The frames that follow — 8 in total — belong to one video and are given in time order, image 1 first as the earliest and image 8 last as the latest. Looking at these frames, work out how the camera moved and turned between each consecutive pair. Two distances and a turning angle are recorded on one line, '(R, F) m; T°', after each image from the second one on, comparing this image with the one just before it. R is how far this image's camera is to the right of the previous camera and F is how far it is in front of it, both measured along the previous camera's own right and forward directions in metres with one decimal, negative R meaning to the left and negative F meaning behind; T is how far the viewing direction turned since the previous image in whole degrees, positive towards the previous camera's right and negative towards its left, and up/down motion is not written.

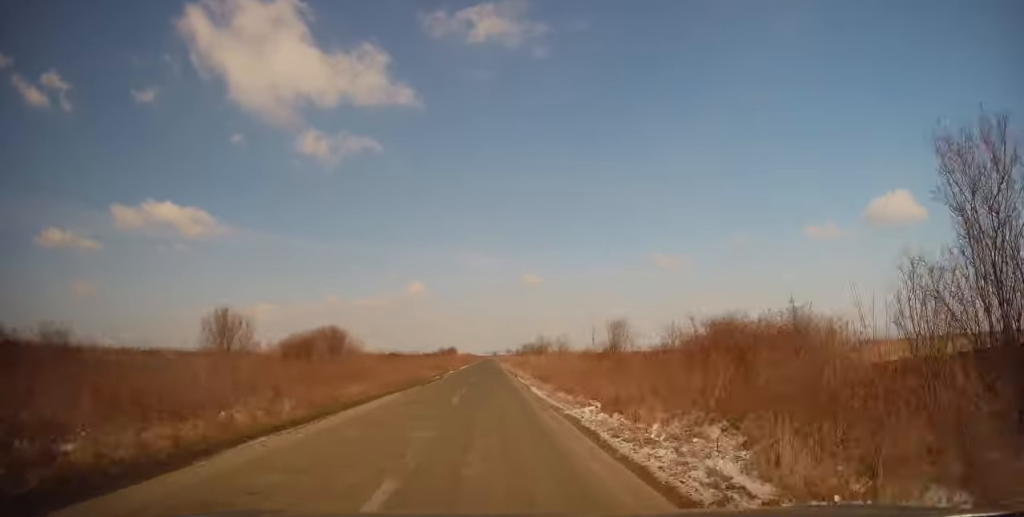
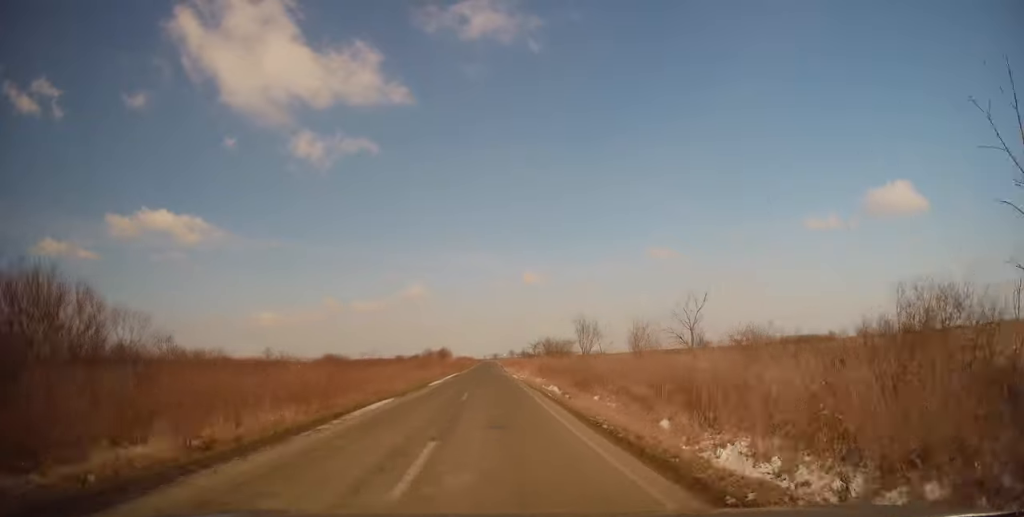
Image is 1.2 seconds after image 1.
(0.0, +34.0) m; 0°
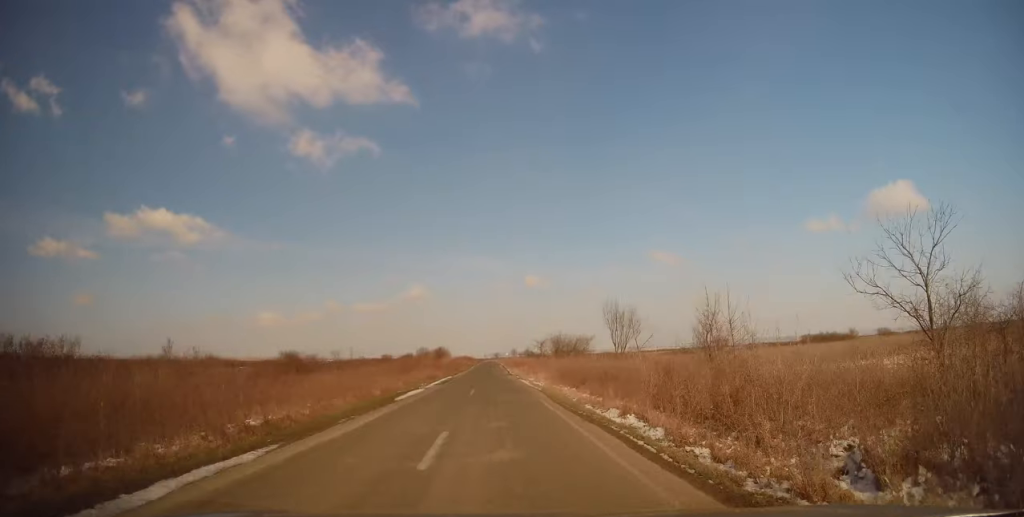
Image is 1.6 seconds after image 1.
(0.0, +11.3) m; 0°
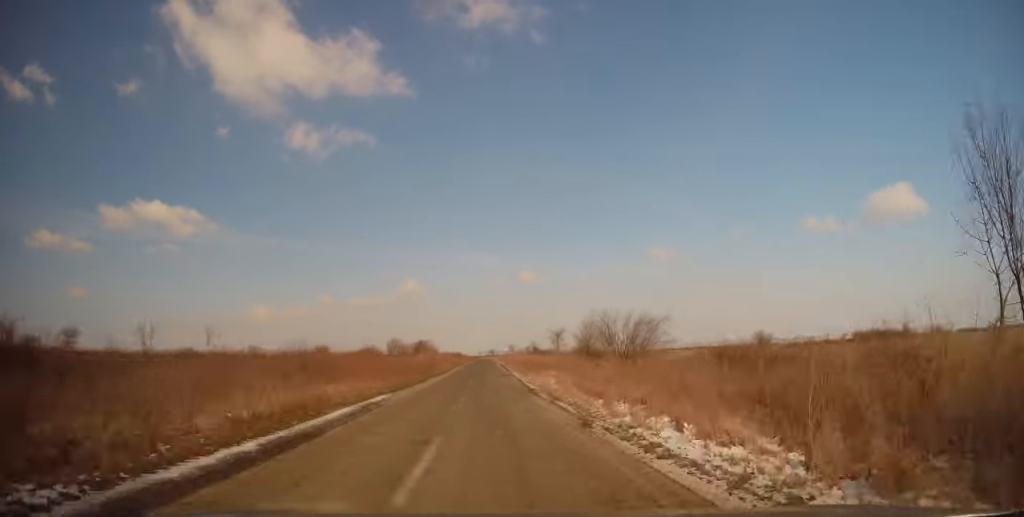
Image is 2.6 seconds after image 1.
(0.0, +27.4) m; +1°
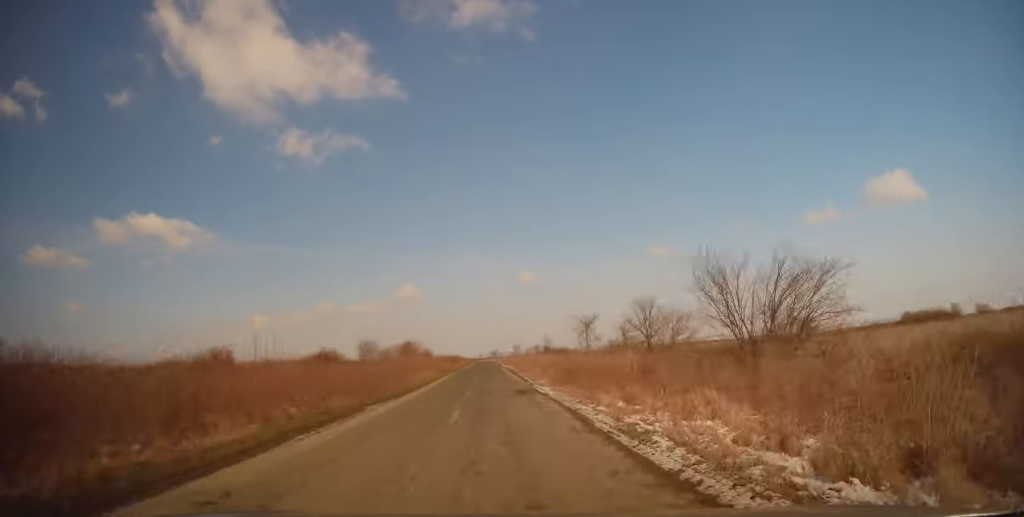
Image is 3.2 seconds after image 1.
(+0.2, +18.8) m; 0°
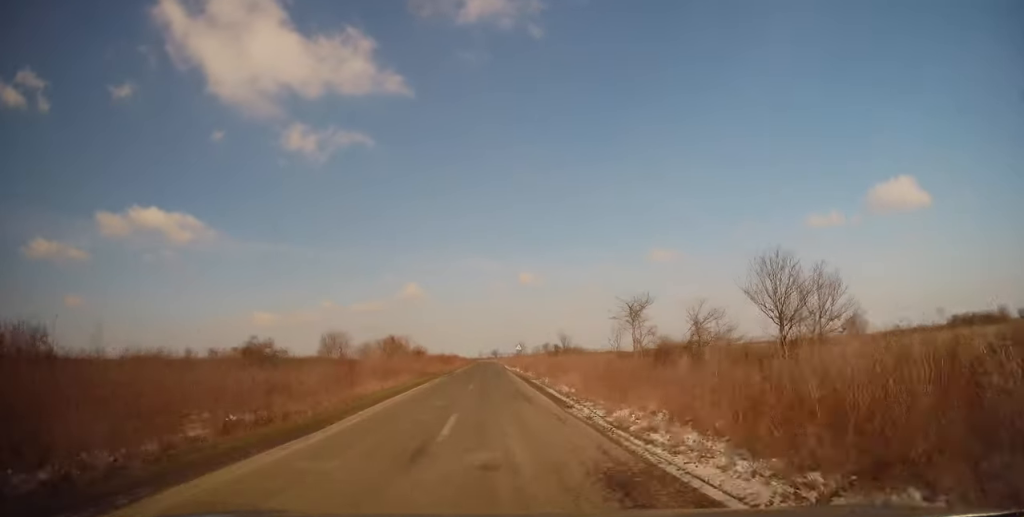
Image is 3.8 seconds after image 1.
(0.0, +15.0) m; 0°
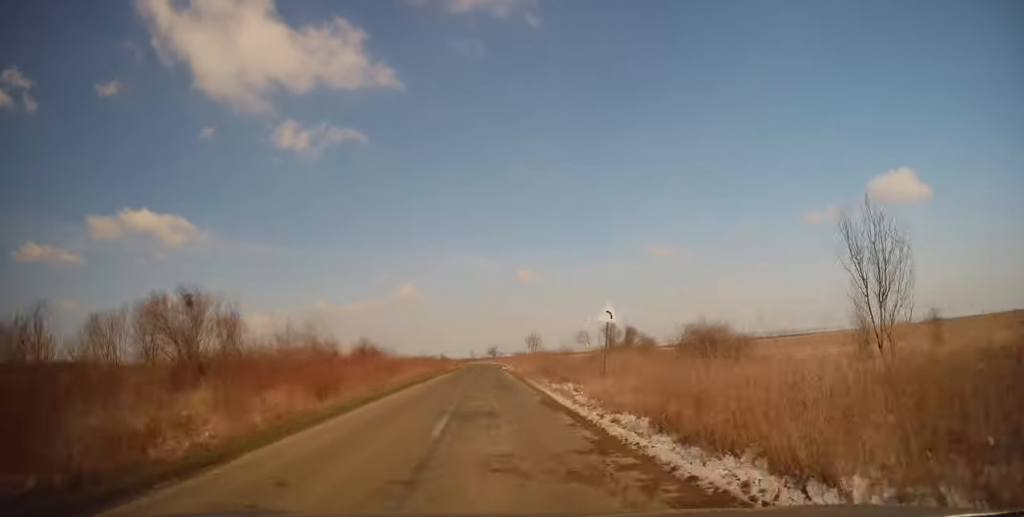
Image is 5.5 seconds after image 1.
(-0.4, +48.8) m; 0°
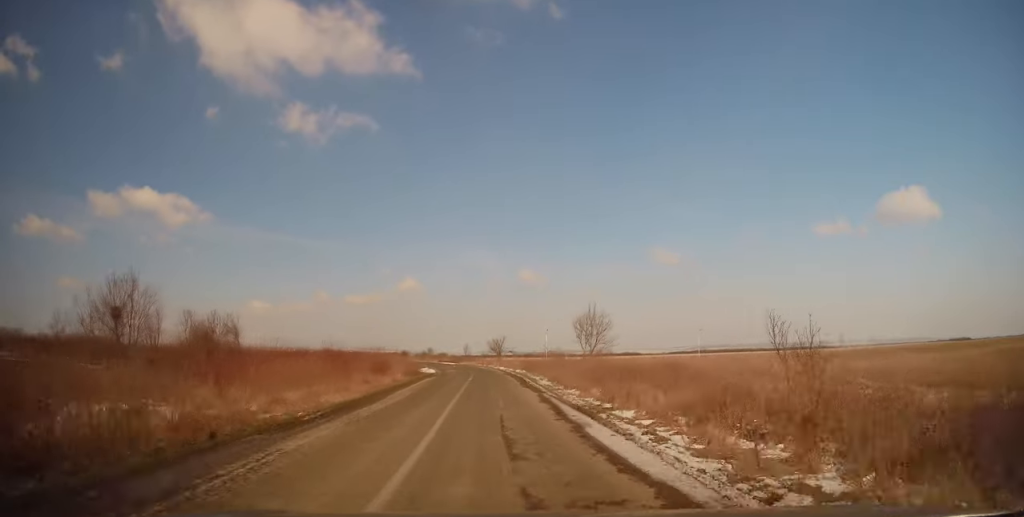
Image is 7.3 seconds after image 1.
(+0.8, +45.7) m; 0°
